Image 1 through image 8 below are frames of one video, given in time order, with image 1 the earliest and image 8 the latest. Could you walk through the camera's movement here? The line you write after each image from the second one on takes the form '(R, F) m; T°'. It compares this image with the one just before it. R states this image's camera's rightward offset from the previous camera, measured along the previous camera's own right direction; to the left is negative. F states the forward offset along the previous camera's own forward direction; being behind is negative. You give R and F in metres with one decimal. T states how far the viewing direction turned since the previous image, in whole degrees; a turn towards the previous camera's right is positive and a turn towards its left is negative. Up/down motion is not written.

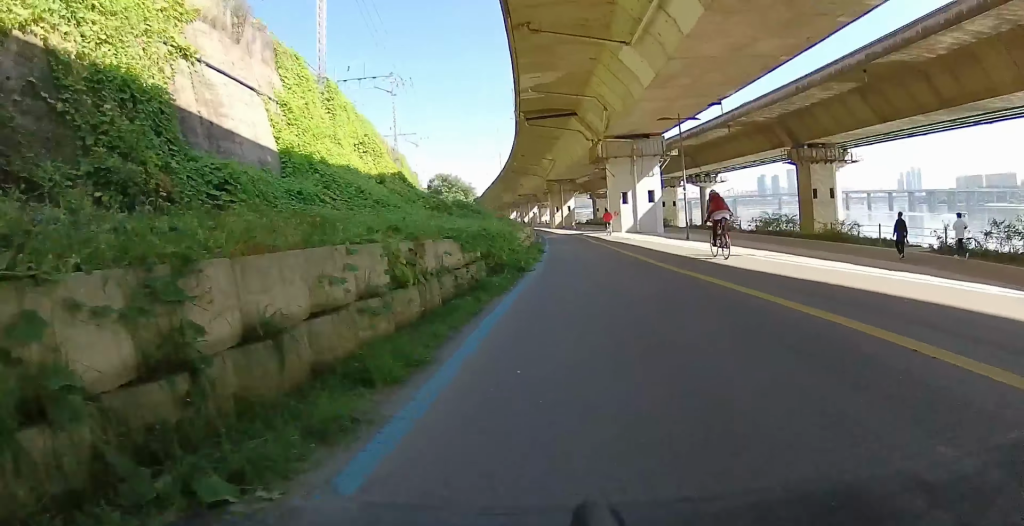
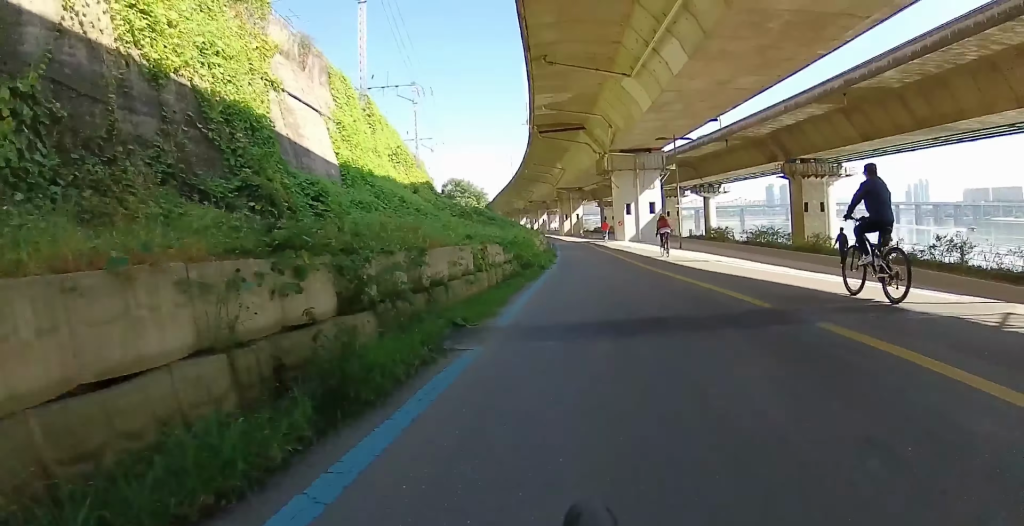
(+0.1, +4.7) m; -1°
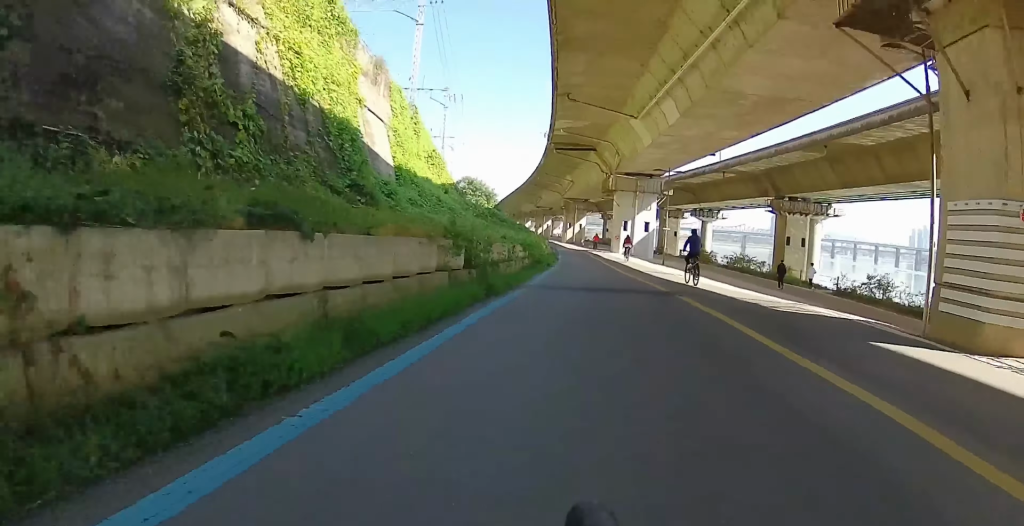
(-0.1, +6.5) m; -2°
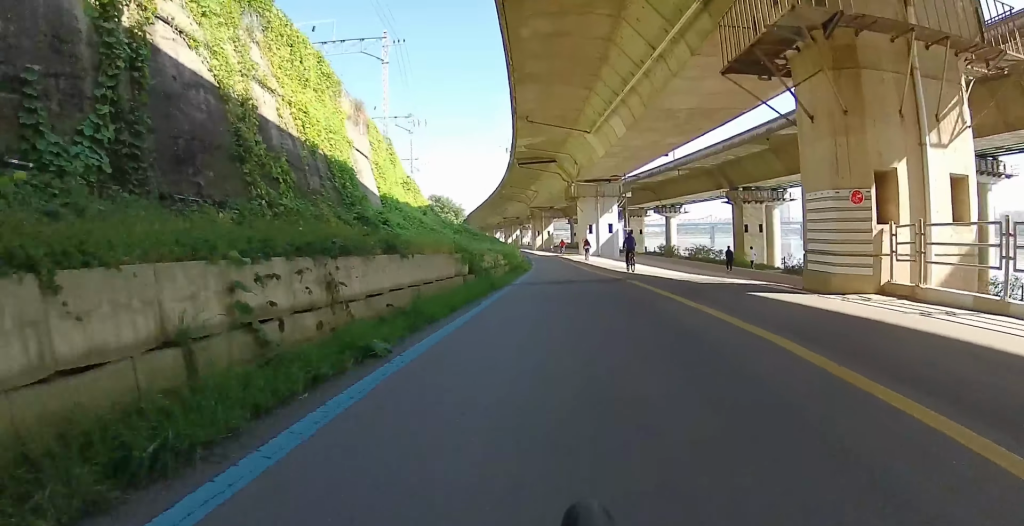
(-0.2, +4.1) m; 0°
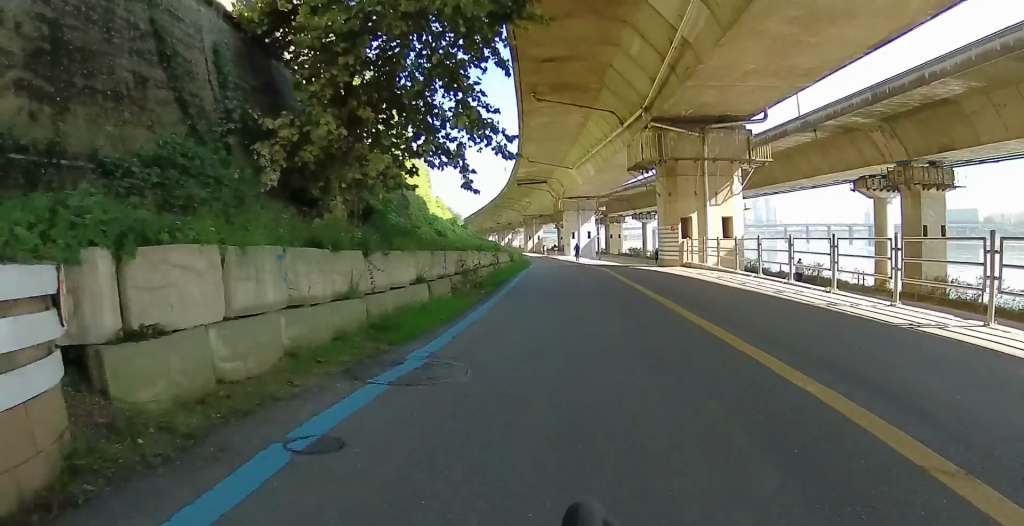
(0.0, +18.9) m; +8°
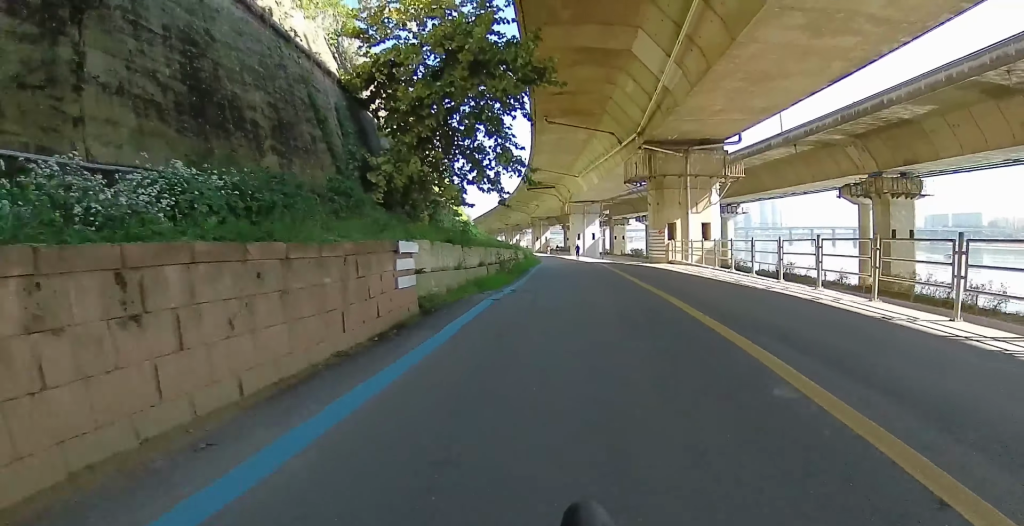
(+1.1, +5.9) m; +9°
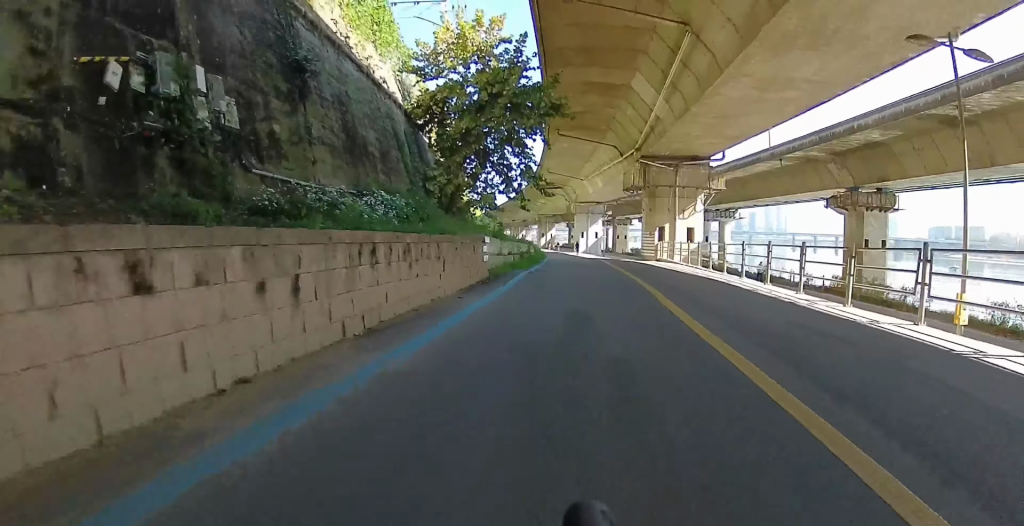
(+0.4, +5.9) m; +4°
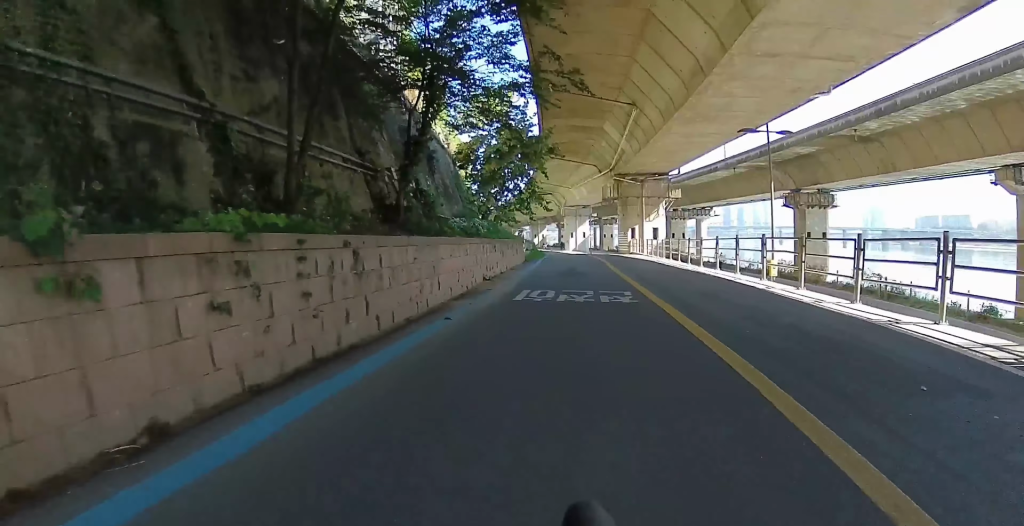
(+0.1, +11.6) m; 0°
